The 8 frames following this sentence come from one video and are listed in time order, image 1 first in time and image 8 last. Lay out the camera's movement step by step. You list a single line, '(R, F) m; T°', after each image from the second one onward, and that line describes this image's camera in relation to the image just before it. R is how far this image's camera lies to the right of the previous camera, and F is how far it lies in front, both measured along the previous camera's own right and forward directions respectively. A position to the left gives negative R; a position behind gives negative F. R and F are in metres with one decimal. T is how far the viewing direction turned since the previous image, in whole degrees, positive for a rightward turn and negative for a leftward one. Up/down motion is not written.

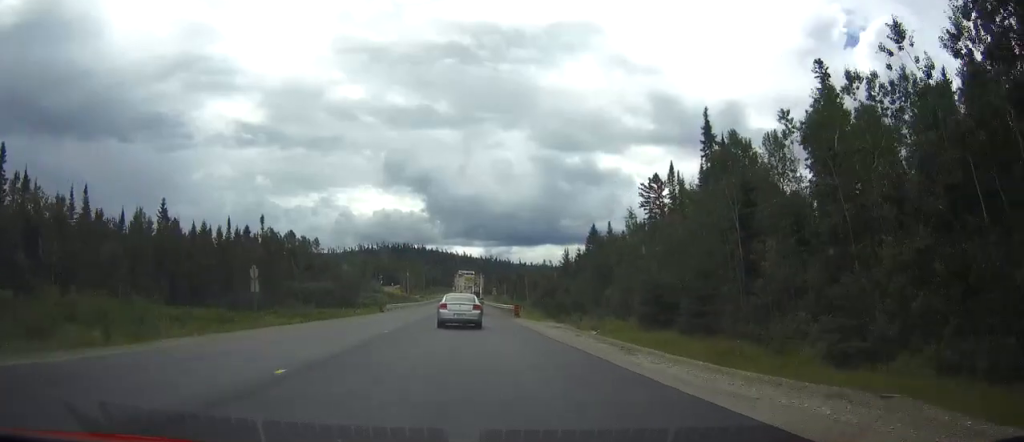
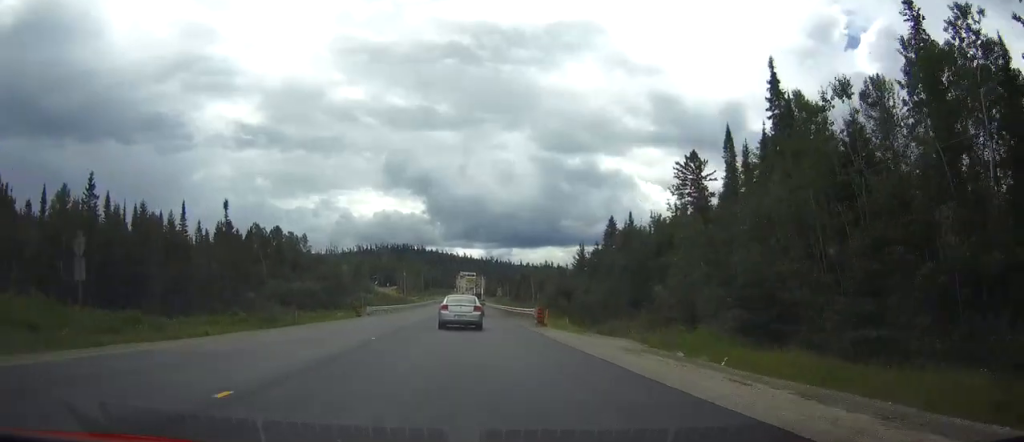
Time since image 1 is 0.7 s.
(0.0, +16.8) m; 0°
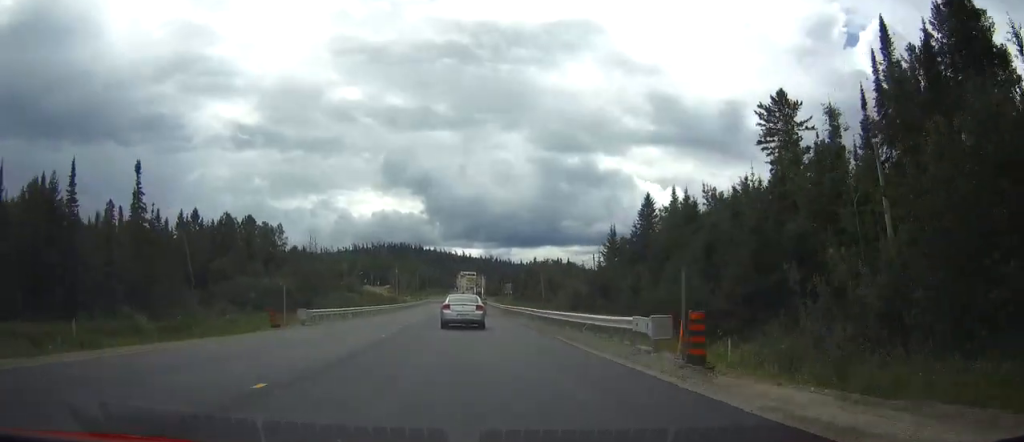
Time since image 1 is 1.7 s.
(0.0, +25.5) m; 0°
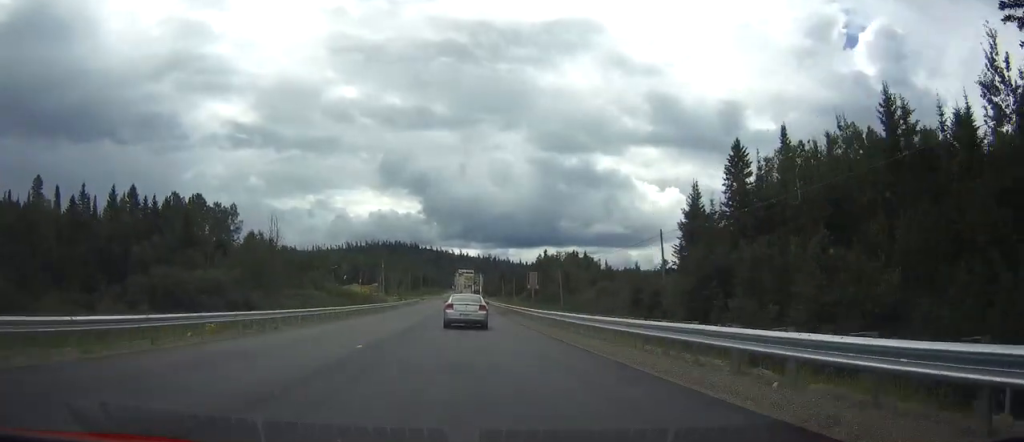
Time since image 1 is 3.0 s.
(+0.1, +34.3) m; 0°
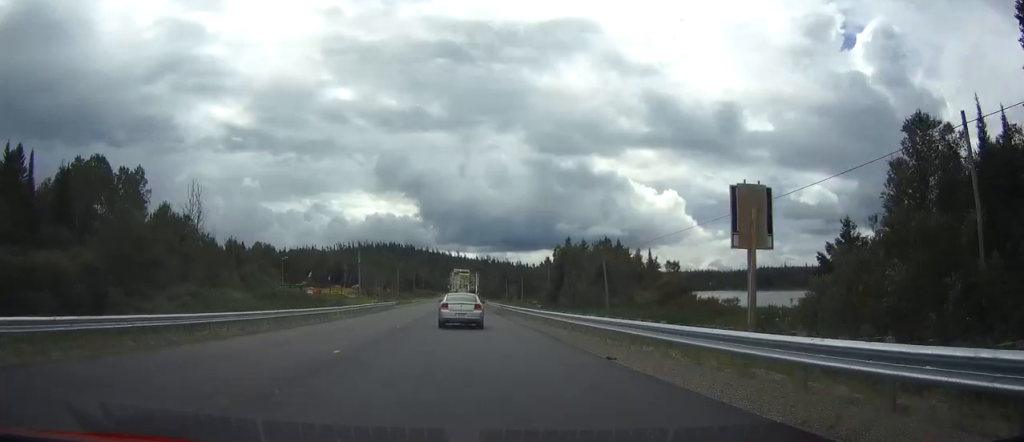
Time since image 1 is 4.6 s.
(-0.1, +42.2) m; 0°
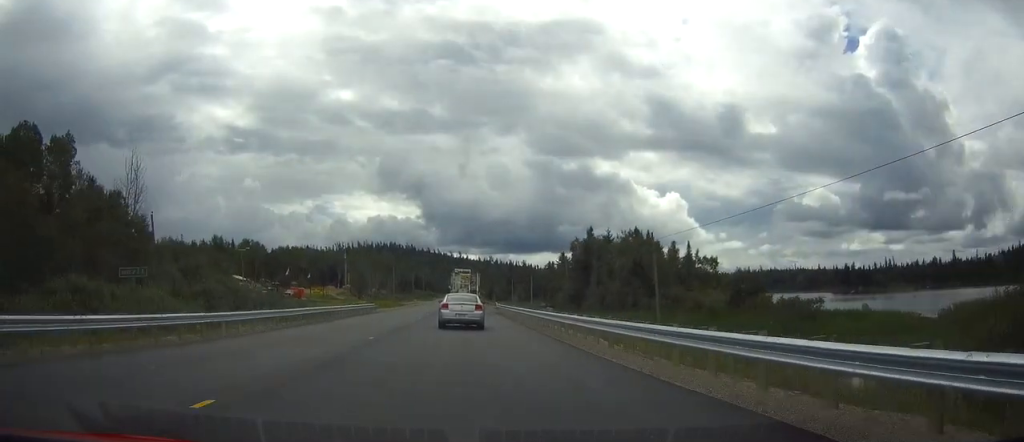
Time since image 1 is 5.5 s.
(0.0, +21.5) m; 0°
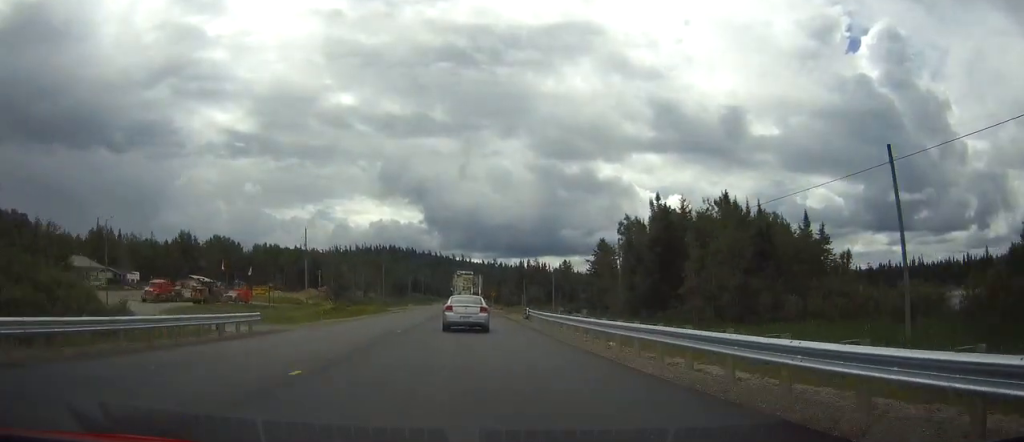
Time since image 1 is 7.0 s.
(0.0, +38.4) m; 0°
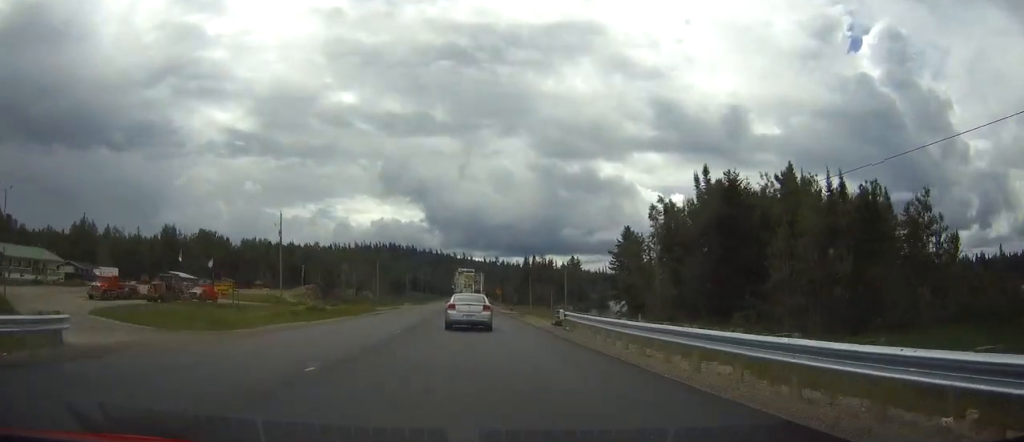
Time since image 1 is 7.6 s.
(0.0, +15.3) m; 0°
